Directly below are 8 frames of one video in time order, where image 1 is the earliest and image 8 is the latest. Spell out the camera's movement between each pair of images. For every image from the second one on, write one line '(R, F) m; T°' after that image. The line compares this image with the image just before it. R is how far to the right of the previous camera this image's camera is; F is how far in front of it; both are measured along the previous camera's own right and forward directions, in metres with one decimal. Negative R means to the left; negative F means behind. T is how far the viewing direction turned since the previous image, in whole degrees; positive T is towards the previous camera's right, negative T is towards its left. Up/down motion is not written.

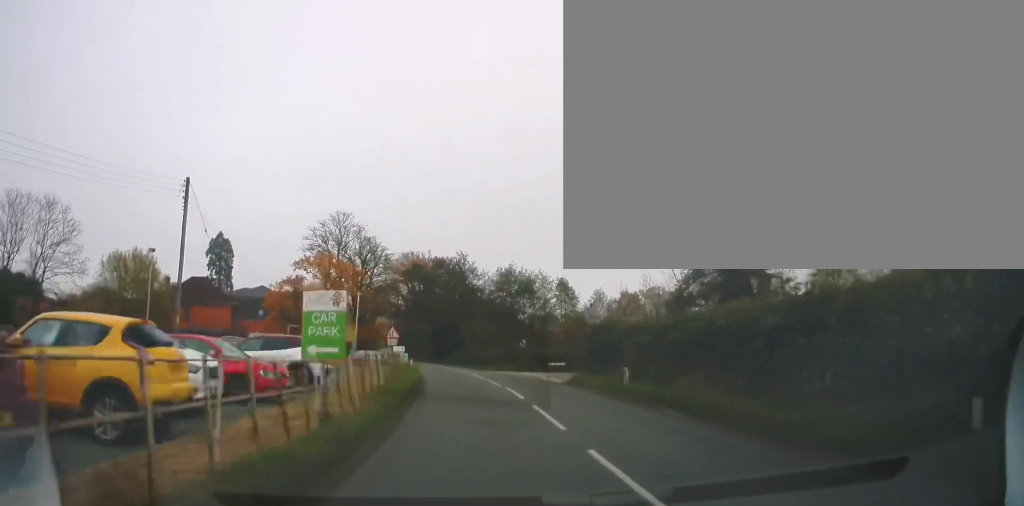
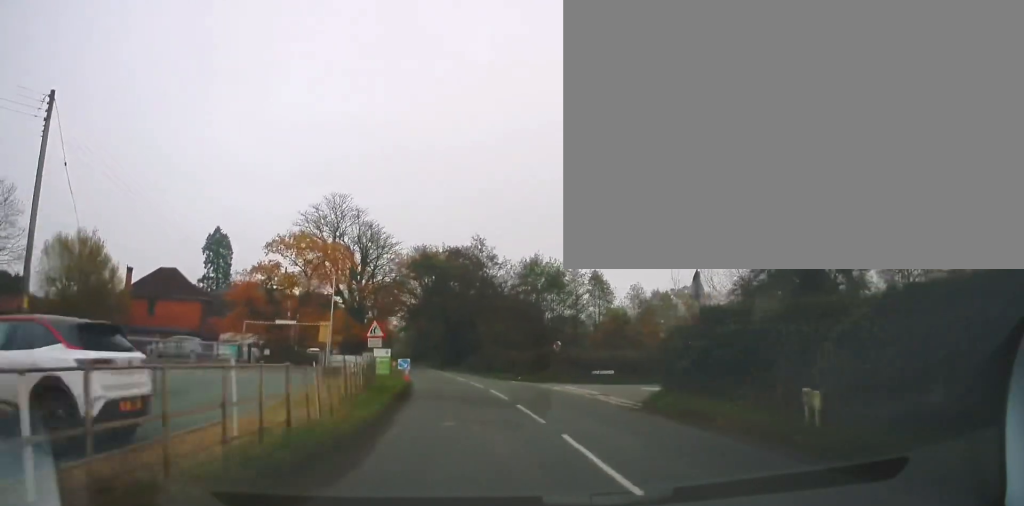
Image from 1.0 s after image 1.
(-0.1, +10.7) m; -2°
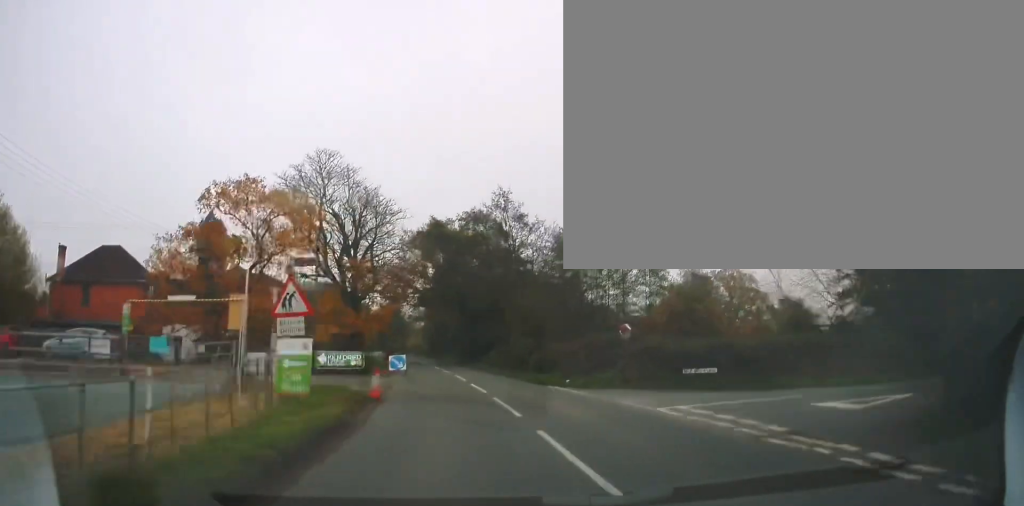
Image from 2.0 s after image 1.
(-0.4, +11.7) m; -4°
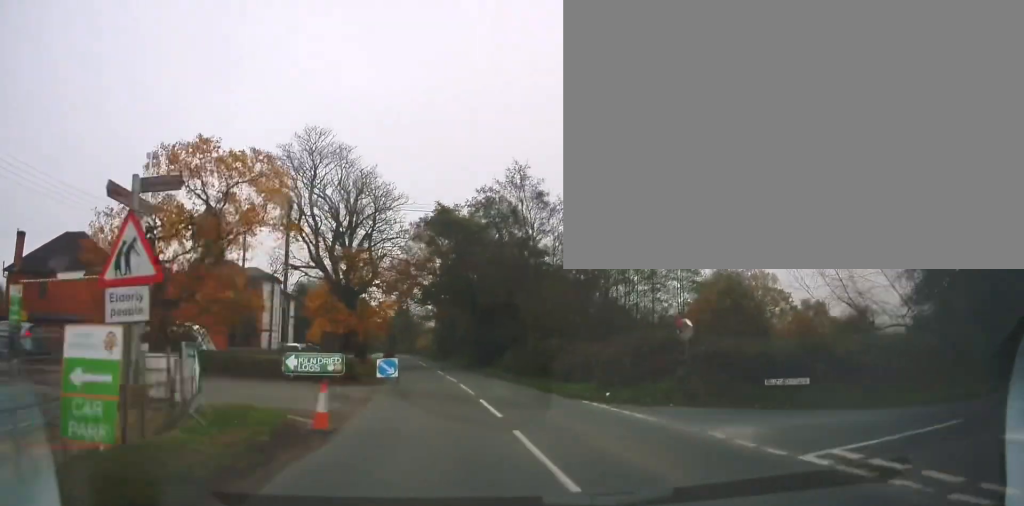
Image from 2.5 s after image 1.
(-0.2, +5.7) m; -2°
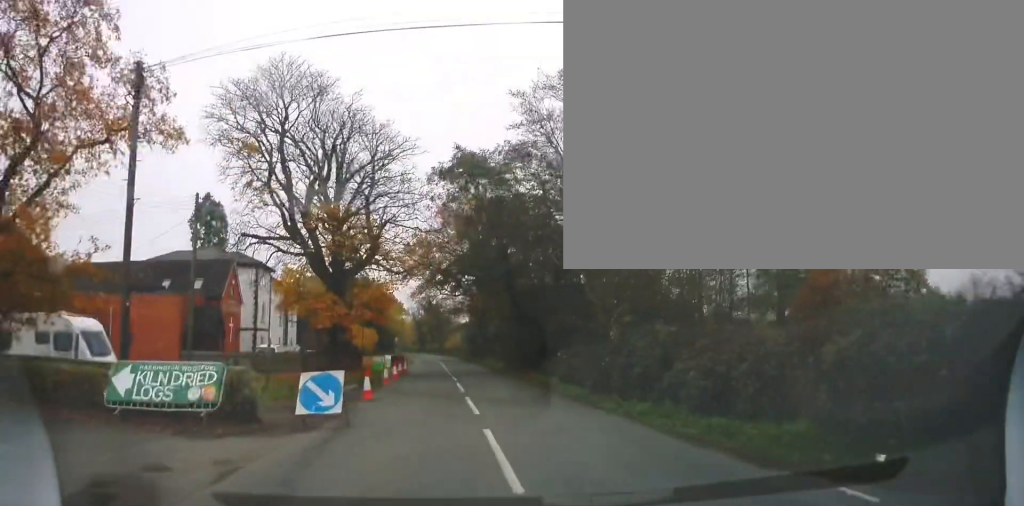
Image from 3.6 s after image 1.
(-0.3, +12.3) m; -3°
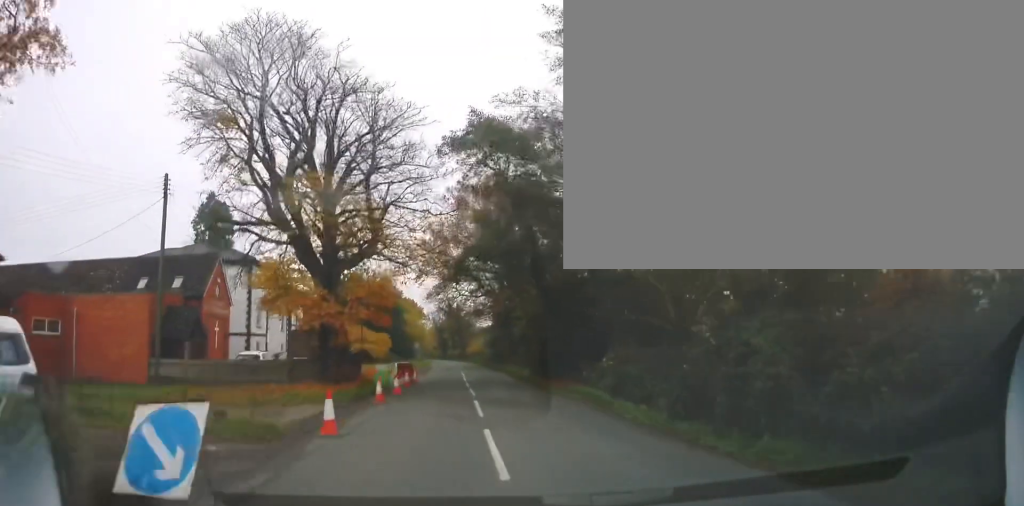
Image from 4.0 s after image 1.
(0.0, +5.5) m; -1°
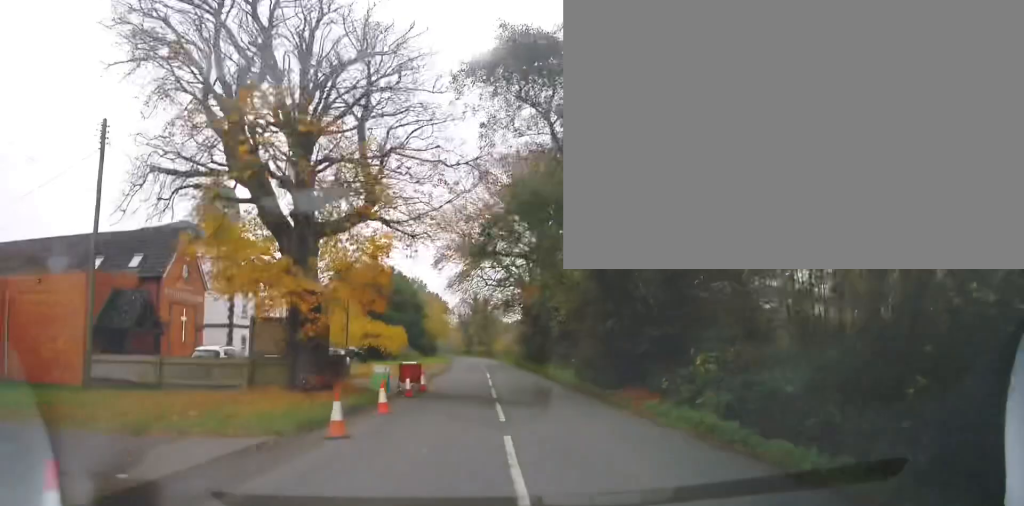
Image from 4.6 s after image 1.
(-0.3, +7.2) m; -2°
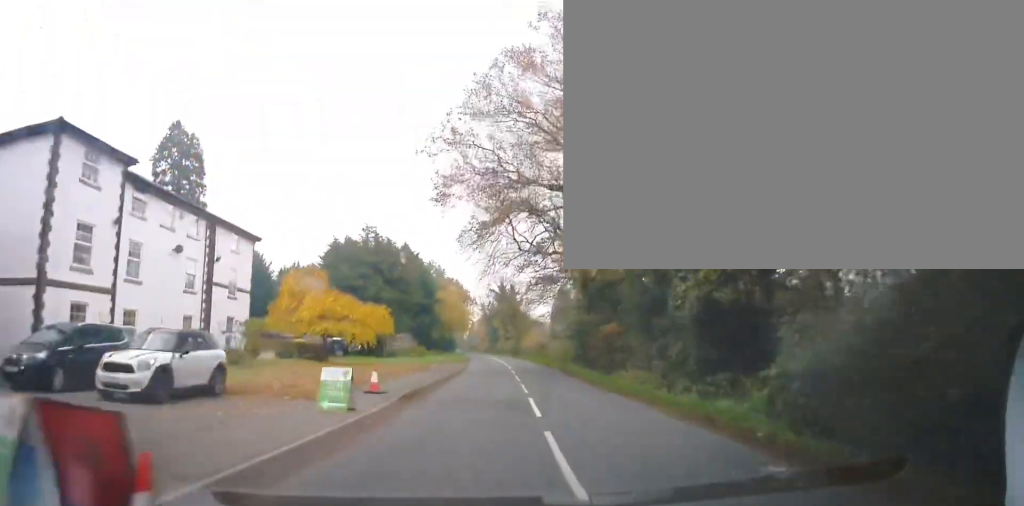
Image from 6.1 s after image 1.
(-0.4, +18.1) m; -3°
